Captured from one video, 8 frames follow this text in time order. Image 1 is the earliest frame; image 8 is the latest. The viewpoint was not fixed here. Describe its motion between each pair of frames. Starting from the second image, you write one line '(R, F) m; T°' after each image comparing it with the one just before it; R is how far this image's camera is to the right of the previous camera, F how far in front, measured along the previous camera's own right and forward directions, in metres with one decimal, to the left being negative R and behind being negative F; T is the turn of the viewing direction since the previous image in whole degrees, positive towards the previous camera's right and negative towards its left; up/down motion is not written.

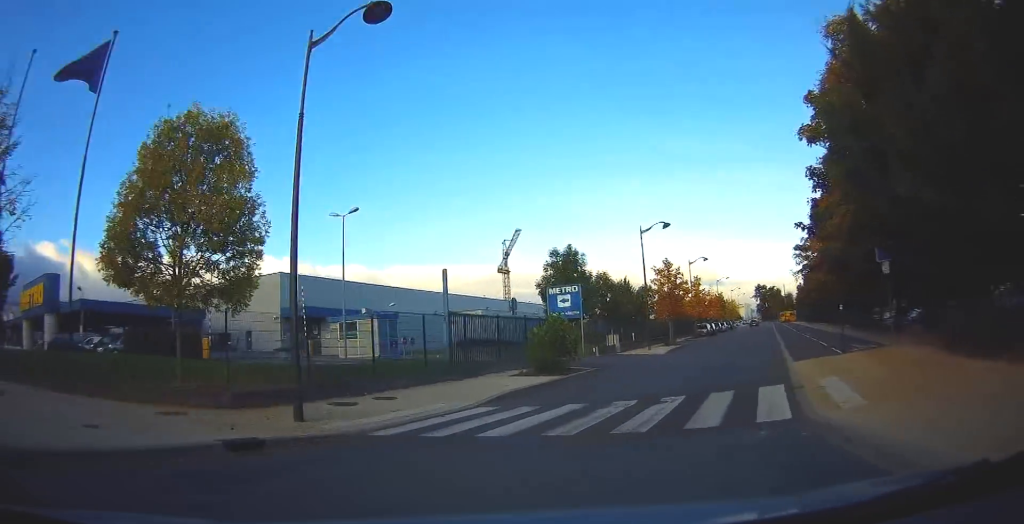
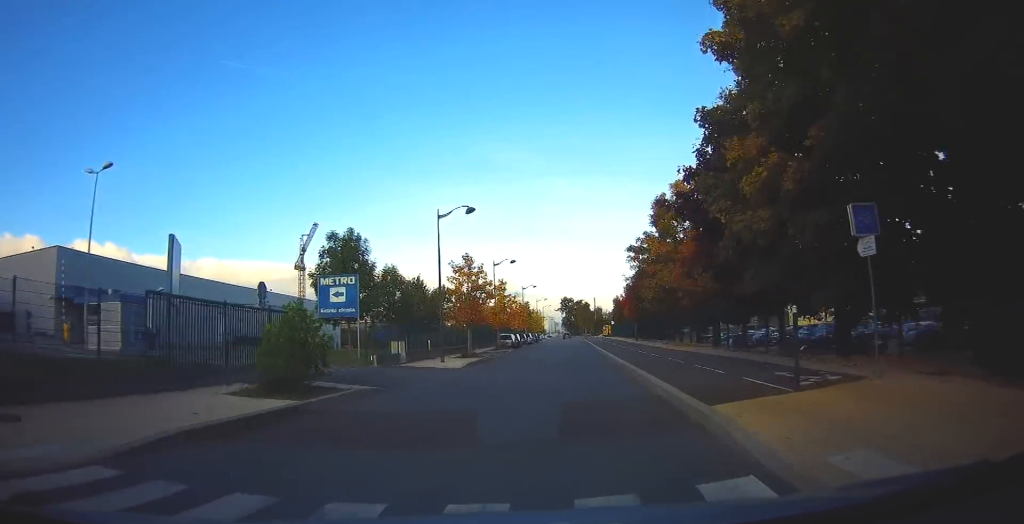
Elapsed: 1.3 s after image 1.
(+1.1, +6.5) m; +16°
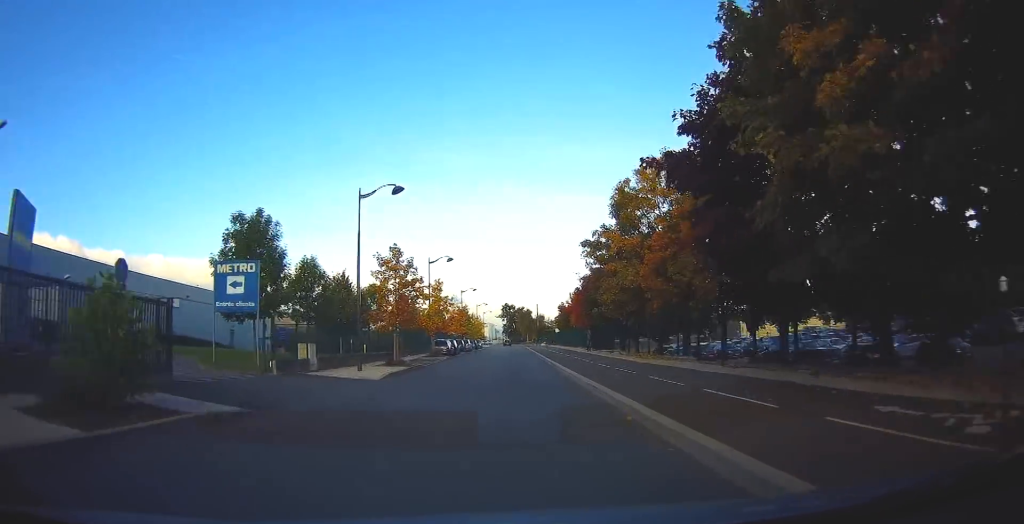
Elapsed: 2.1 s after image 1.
(+0.3, +5.0) m; +5°
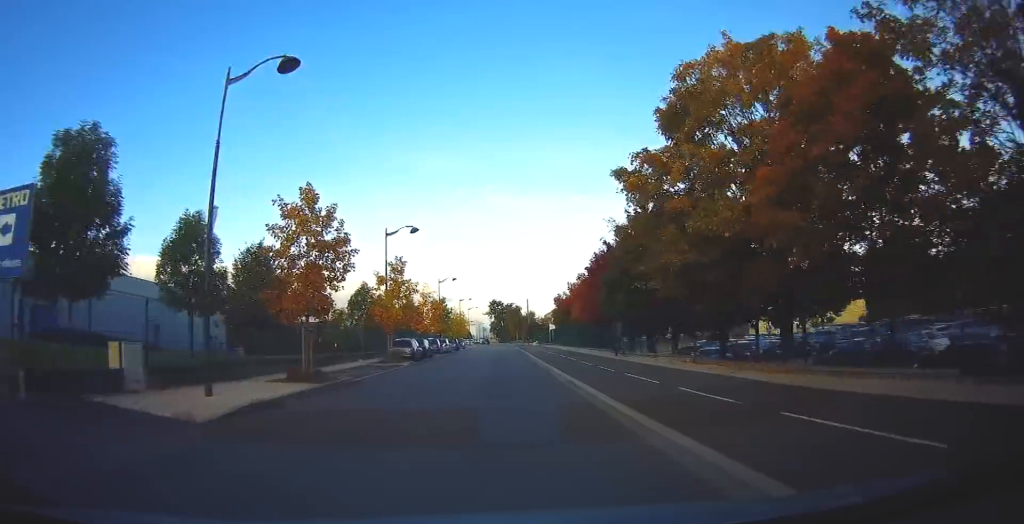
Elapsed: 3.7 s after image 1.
(+0.6, +12.1) m; +2°
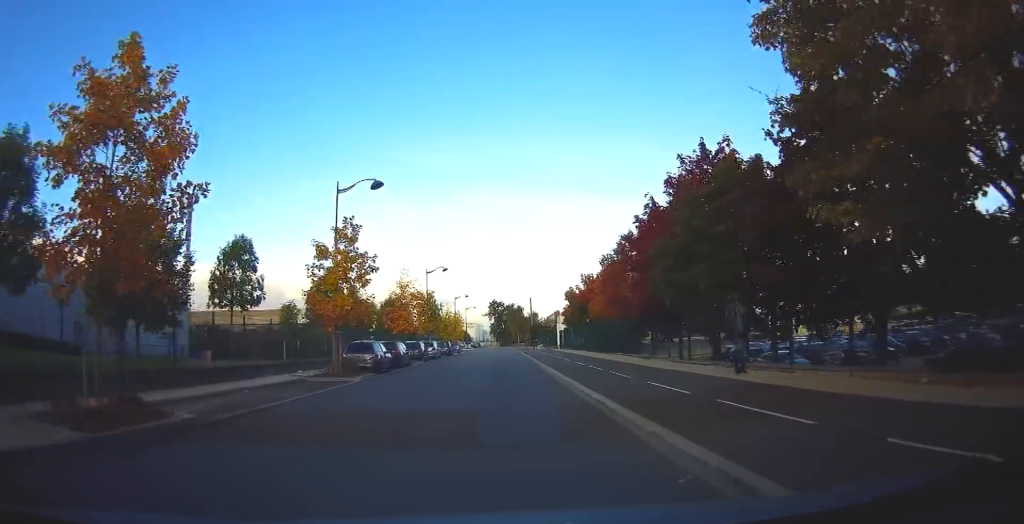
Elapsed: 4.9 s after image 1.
(-0.3, +10.6) m; -2°
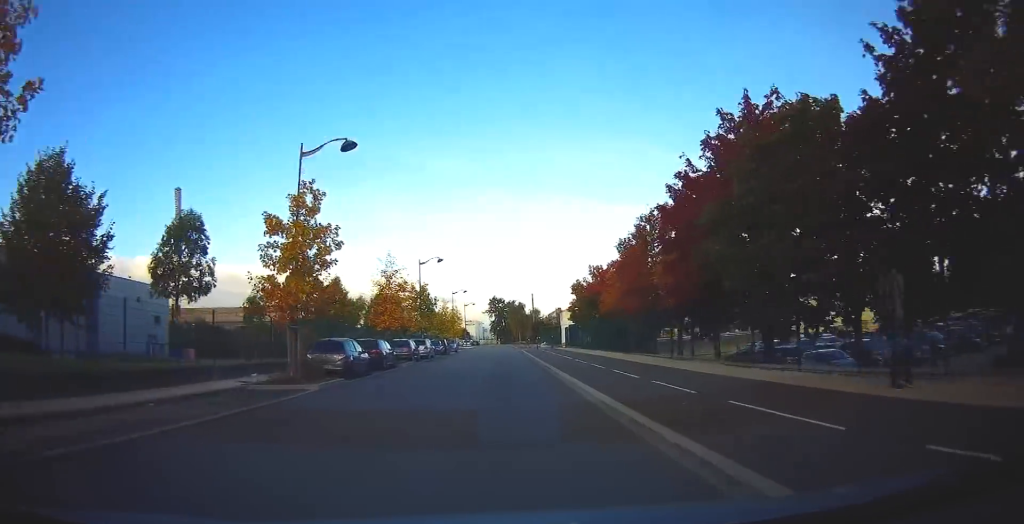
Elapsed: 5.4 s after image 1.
(-0.1, +4.7) m; 0°
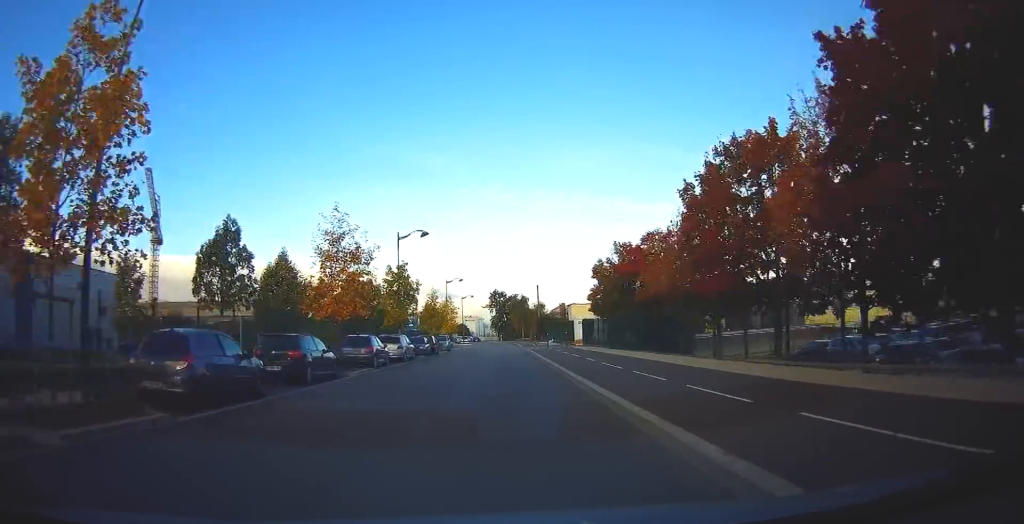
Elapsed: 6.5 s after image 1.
(+0.3, +10.9) m; +2°
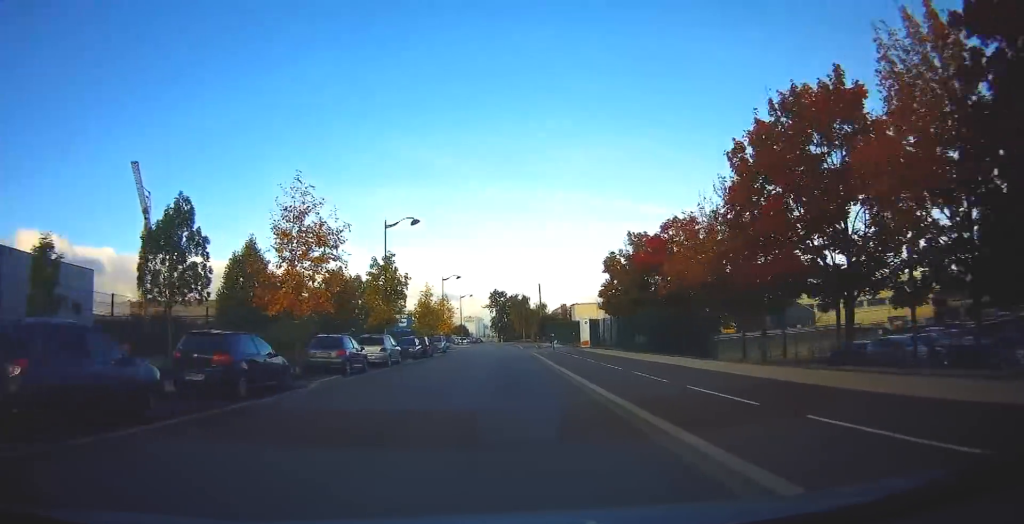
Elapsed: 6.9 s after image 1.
(0.0, +4.5) m; 0°
